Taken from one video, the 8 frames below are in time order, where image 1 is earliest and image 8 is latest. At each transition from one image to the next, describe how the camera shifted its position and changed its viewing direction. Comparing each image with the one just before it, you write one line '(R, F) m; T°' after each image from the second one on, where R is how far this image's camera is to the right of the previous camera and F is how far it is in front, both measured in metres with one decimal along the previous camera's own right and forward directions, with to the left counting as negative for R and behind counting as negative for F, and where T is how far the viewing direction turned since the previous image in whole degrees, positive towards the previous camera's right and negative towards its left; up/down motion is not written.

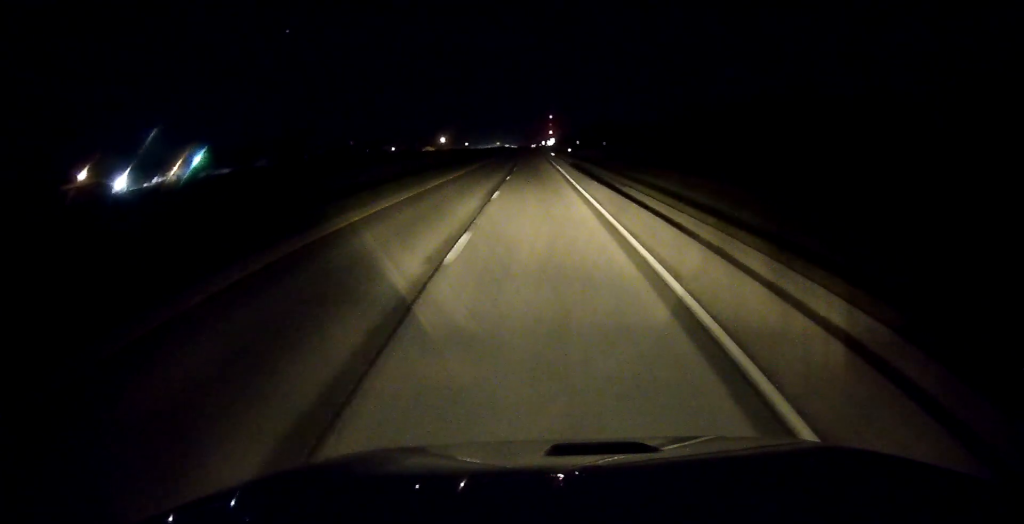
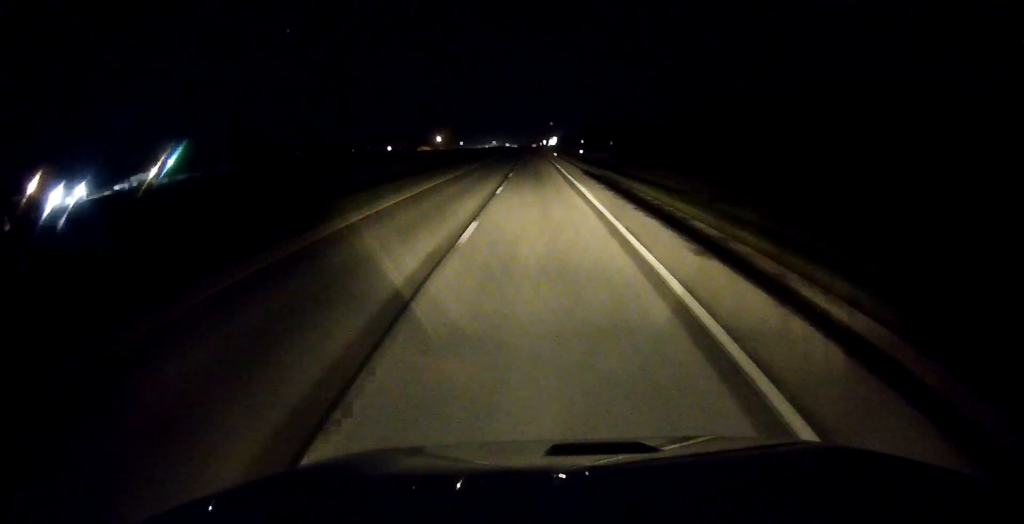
(0.0, +22.2) m; 0°
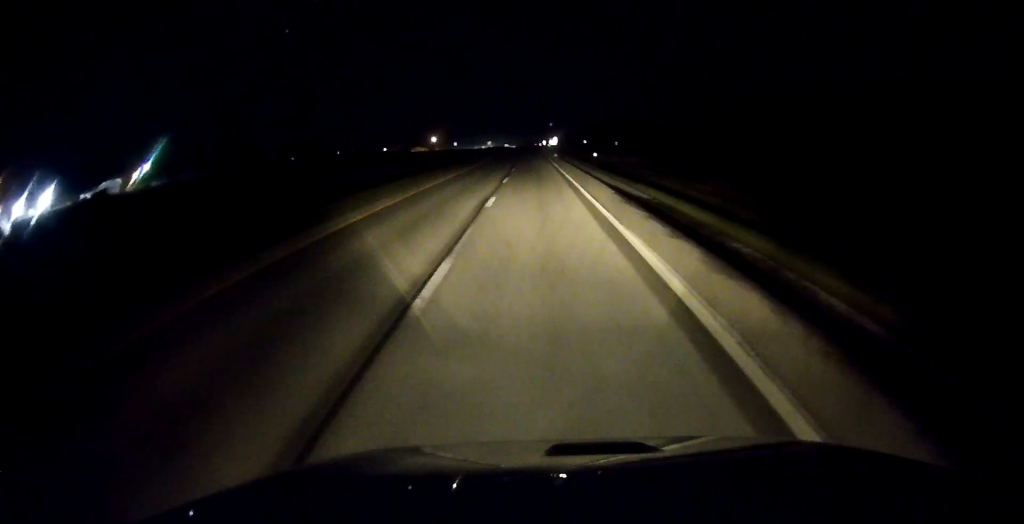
(-0.1, +17.0) m; 0°
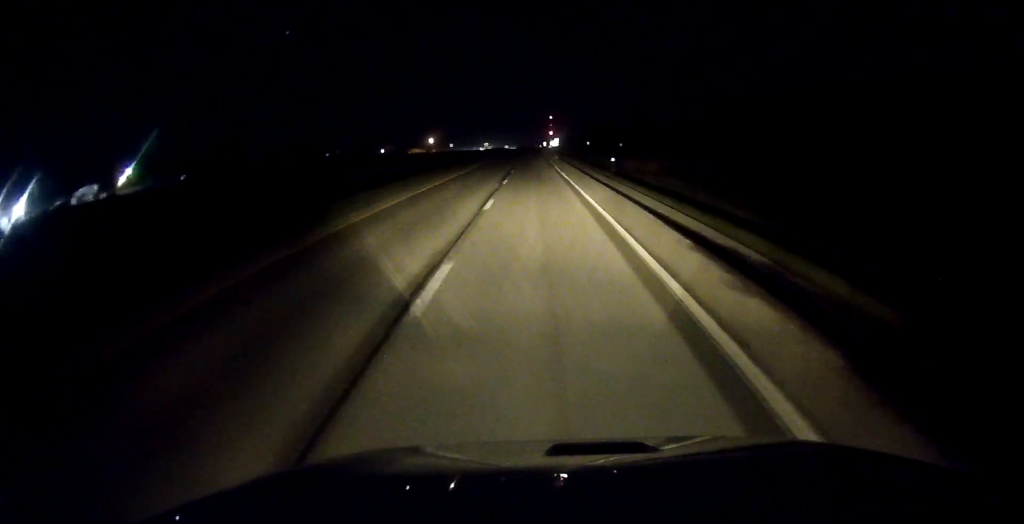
(0.0, +12.1) m; 0°
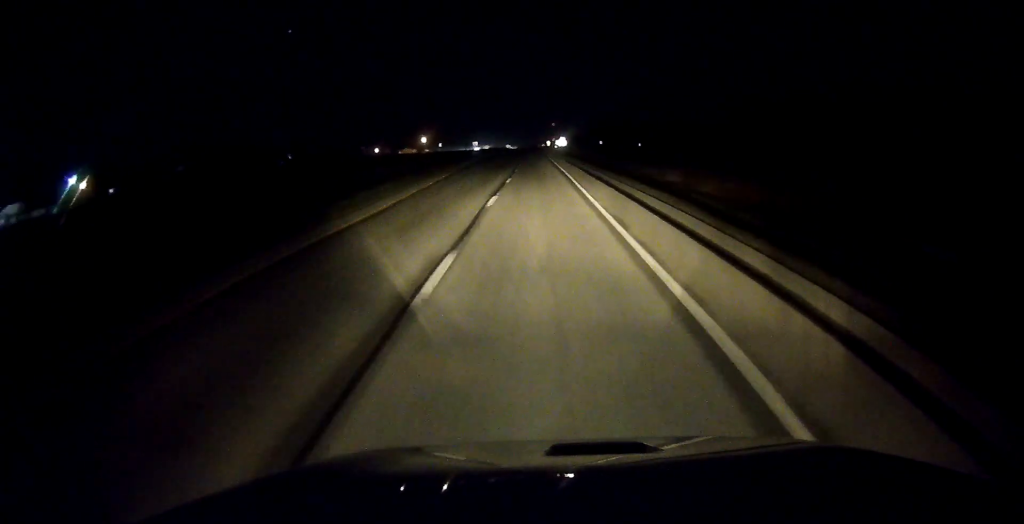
(+0.1, +35.3) m; 0°
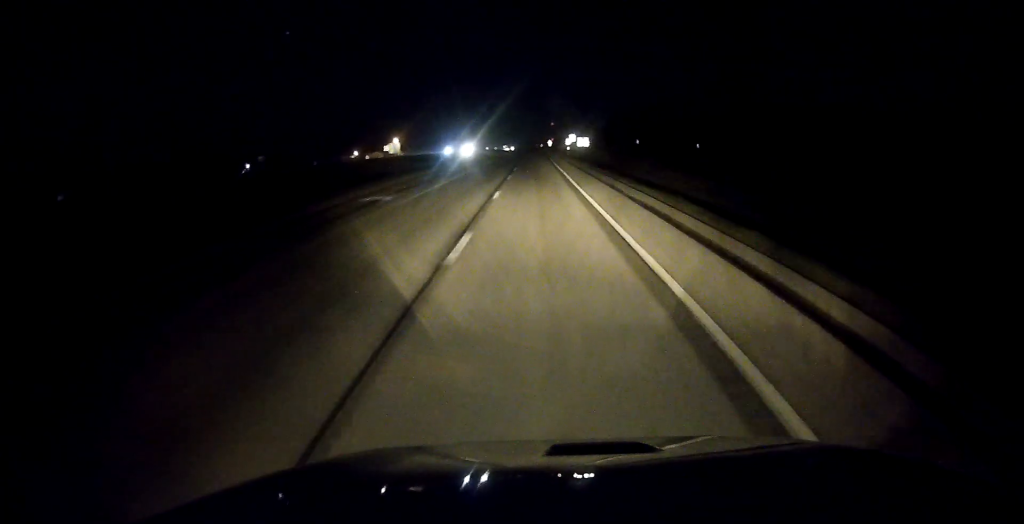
(0.0, +69.5) m; 0°
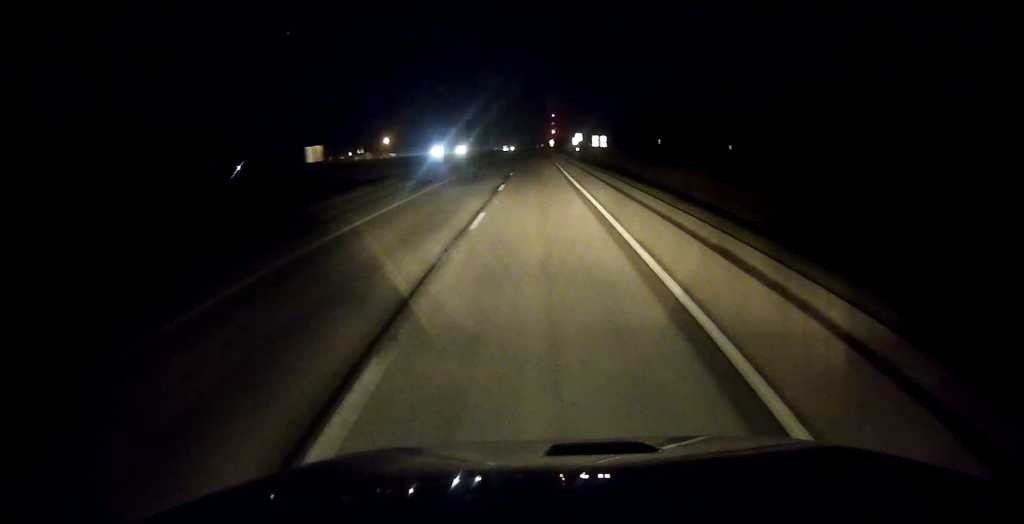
(0.0, +20.2) m; 0°
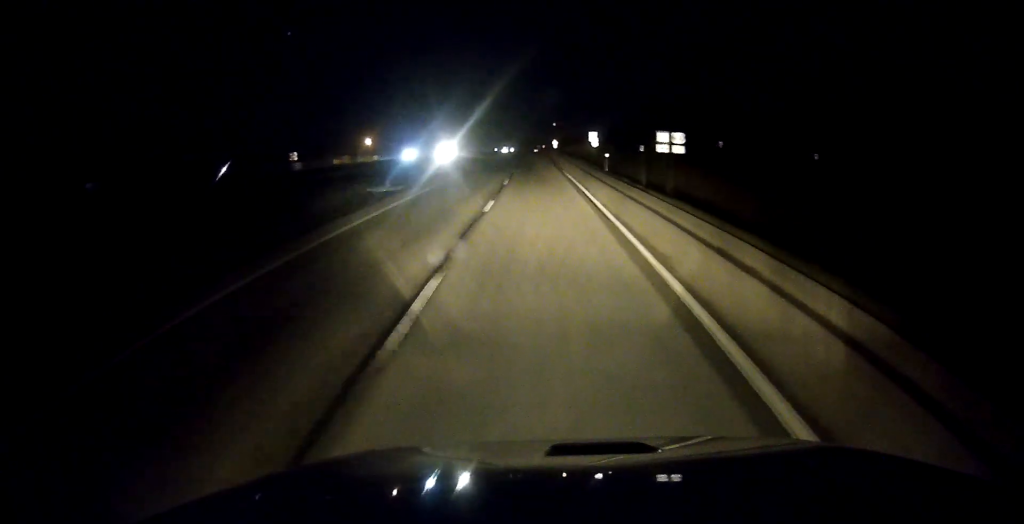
(0.0, +32.3) m; 0°
